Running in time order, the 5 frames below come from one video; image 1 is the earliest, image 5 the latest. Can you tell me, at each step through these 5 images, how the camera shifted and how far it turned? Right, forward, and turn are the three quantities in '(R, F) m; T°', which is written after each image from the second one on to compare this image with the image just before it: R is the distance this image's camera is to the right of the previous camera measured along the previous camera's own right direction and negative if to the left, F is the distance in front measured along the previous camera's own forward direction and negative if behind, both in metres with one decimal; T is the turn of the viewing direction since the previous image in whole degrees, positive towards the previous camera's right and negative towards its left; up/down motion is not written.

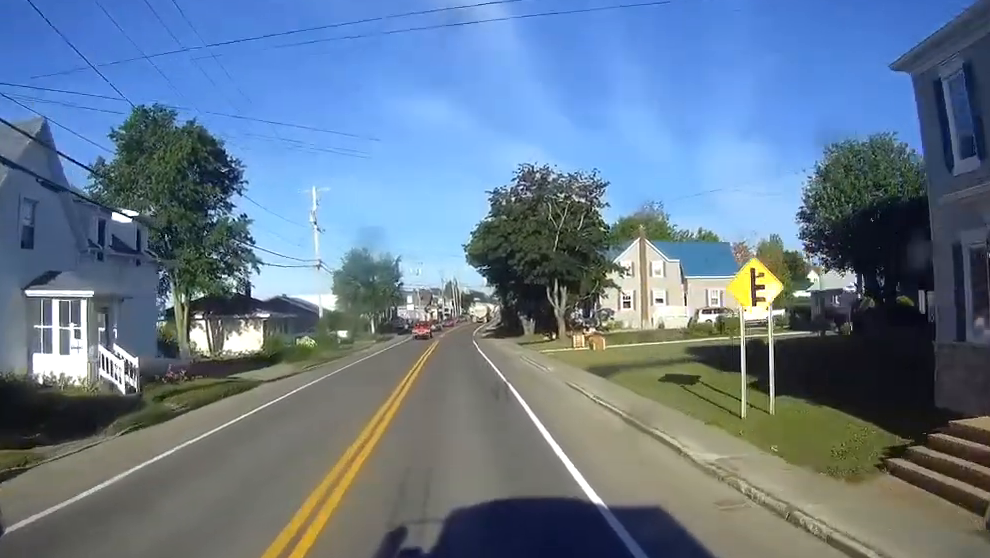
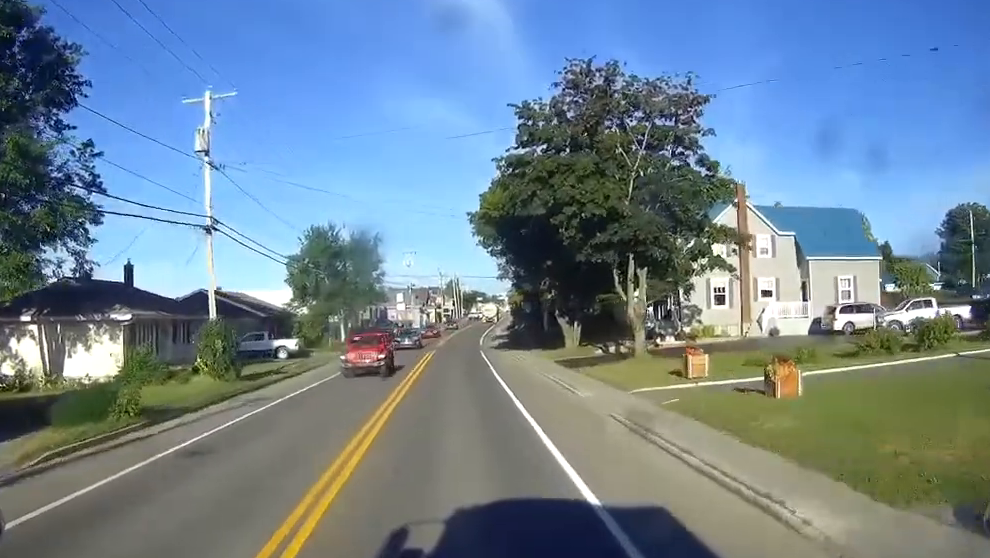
(-0.3, +27.5) m; 0°
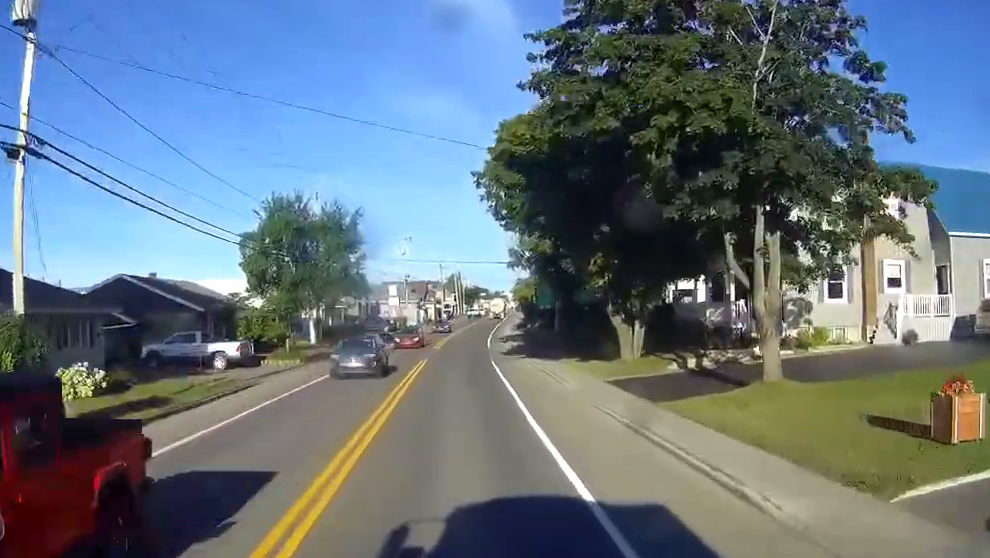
(+0.1, +16.0) m; +1°
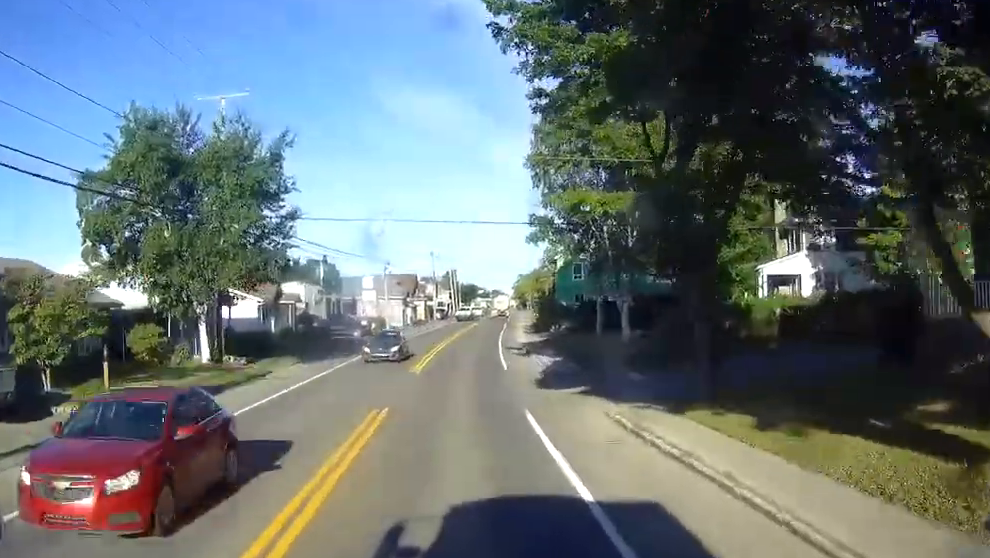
(+0.3, +24.1) m; +1°
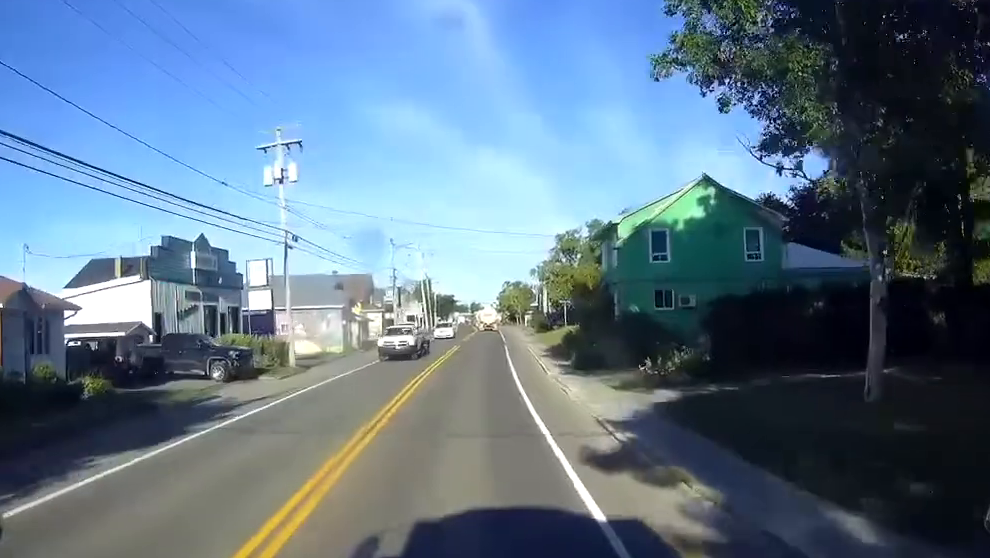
(+0.1, +36.3) m; +1°
